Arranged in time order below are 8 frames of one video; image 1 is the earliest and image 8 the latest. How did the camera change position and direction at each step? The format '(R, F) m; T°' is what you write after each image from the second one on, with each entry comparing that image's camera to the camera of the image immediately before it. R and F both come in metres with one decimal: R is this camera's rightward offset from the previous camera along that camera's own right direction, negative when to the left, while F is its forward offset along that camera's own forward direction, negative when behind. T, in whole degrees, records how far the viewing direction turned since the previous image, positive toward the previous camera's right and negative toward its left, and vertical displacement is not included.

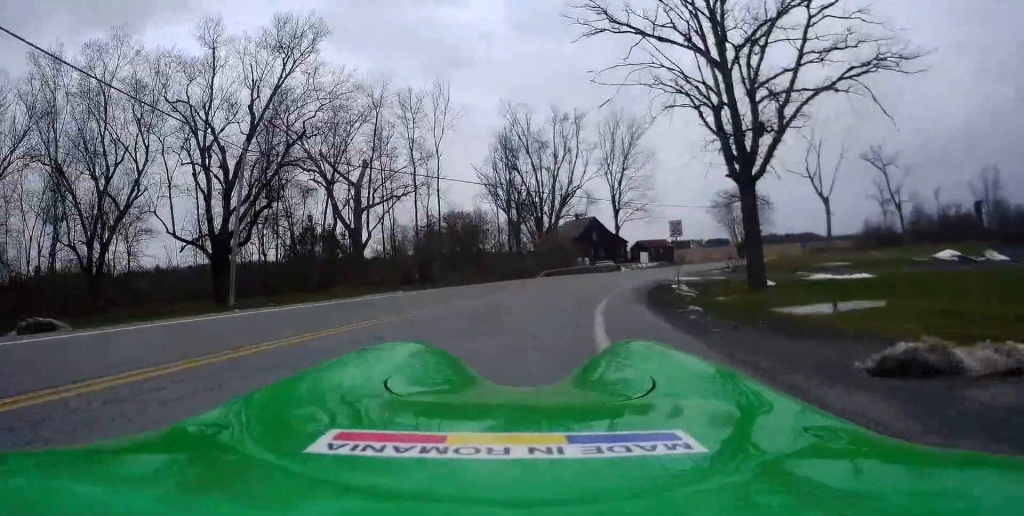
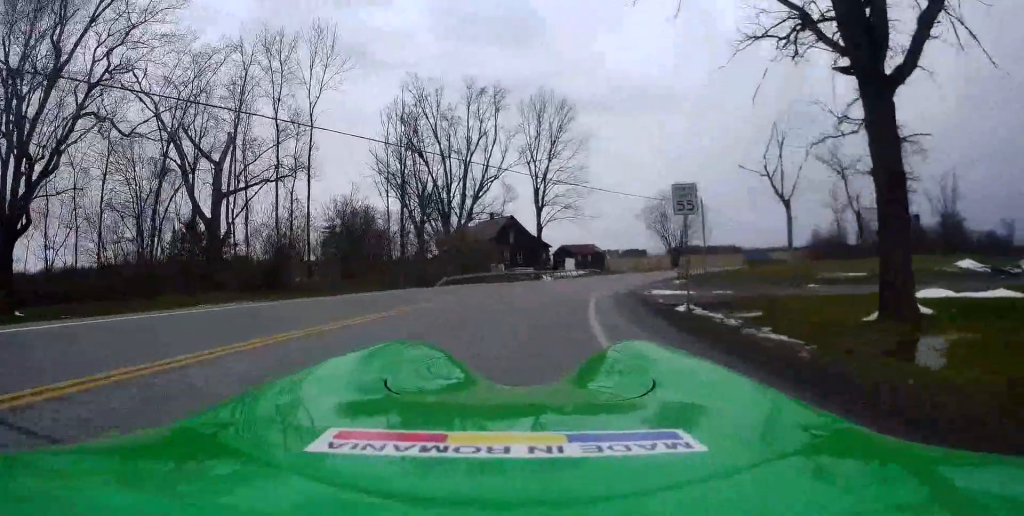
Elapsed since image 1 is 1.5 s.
(+0.2, +13.8) m; +8°
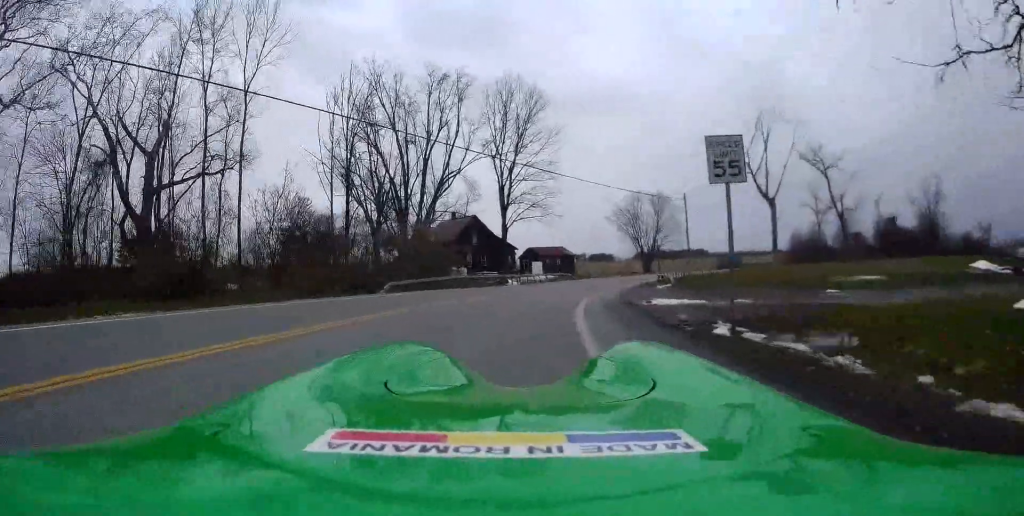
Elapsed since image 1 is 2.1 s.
(+0.4, +5.3) m; +4°
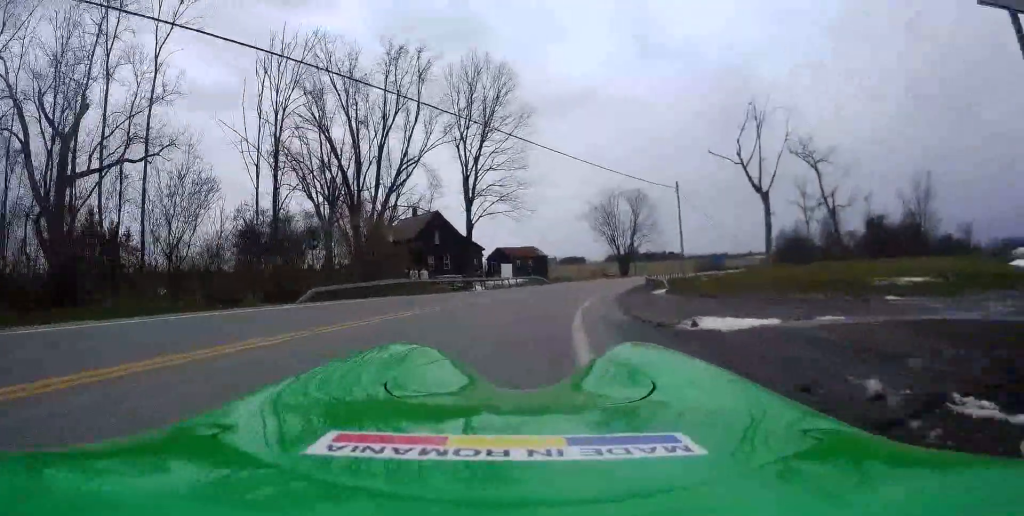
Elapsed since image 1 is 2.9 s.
(+0.6, +7.2) m; +4°
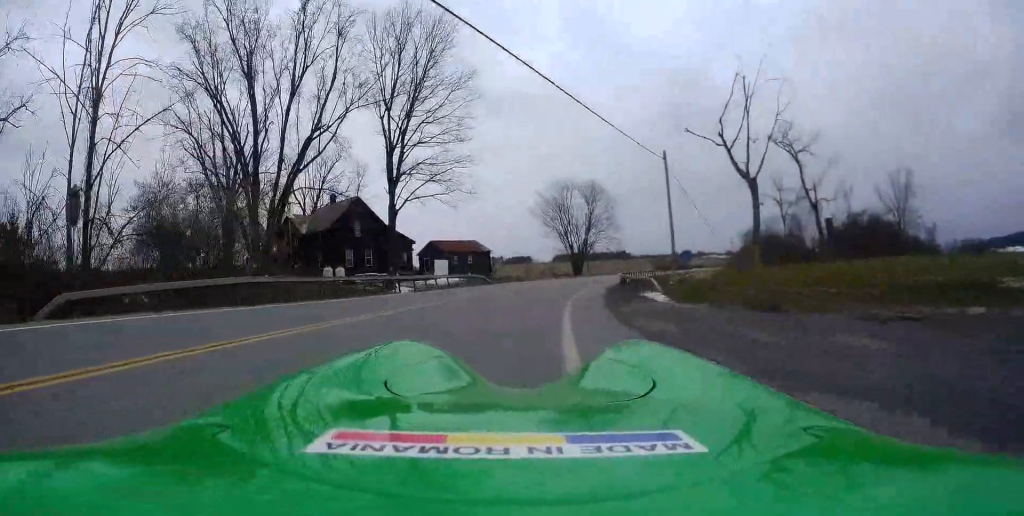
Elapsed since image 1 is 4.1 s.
(0.0, +11.2) m; +2°
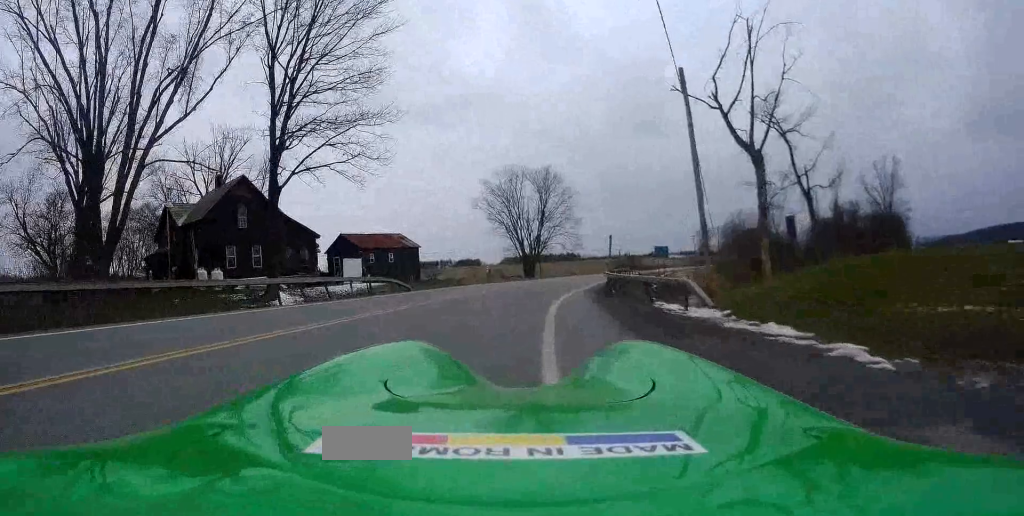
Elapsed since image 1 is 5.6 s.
(+0.6, +13.4) m; +5°
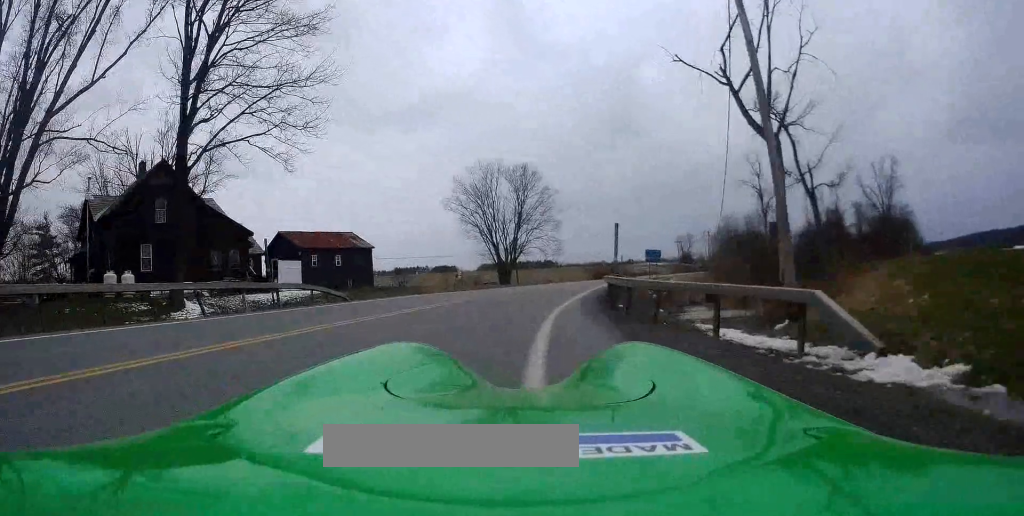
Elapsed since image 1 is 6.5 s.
(+0.3, +7.4) m; +1°
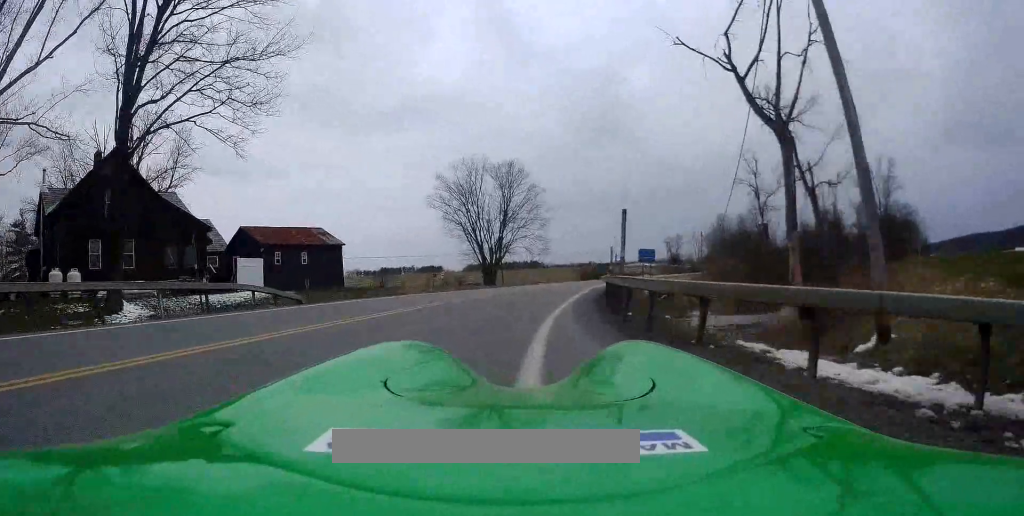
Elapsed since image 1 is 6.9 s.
(0.0, +3.7) m; +1°
